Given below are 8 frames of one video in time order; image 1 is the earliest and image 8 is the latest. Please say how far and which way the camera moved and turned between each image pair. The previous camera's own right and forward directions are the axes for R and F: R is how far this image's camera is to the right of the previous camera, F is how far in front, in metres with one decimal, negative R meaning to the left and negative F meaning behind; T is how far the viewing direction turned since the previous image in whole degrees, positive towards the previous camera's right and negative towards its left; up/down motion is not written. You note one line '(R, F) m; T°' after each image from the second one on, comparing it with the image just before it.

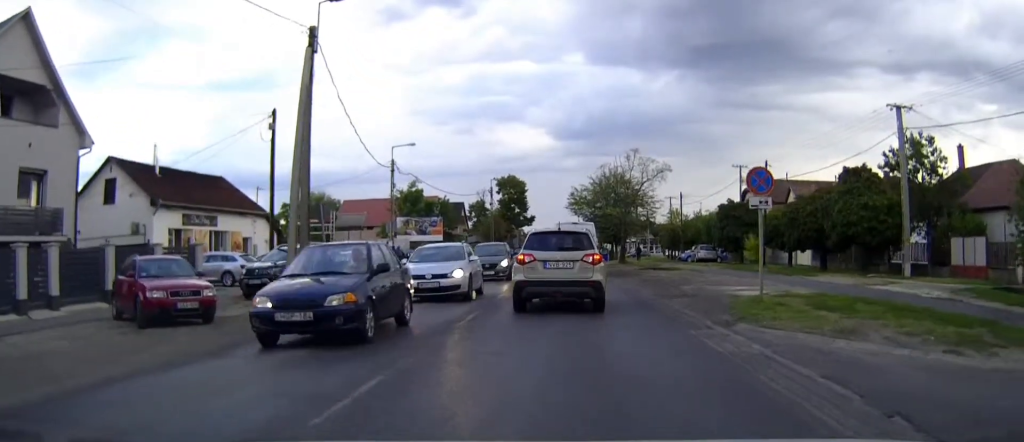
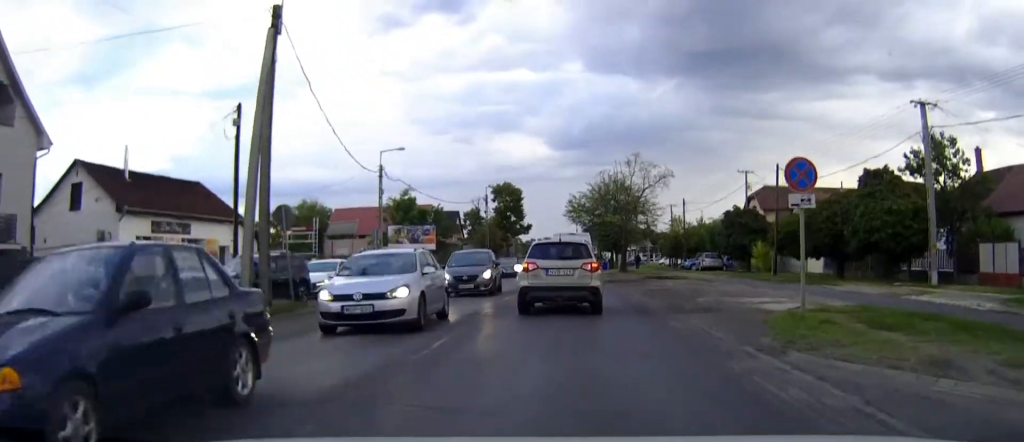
(0.0, +2.8) m; +1°
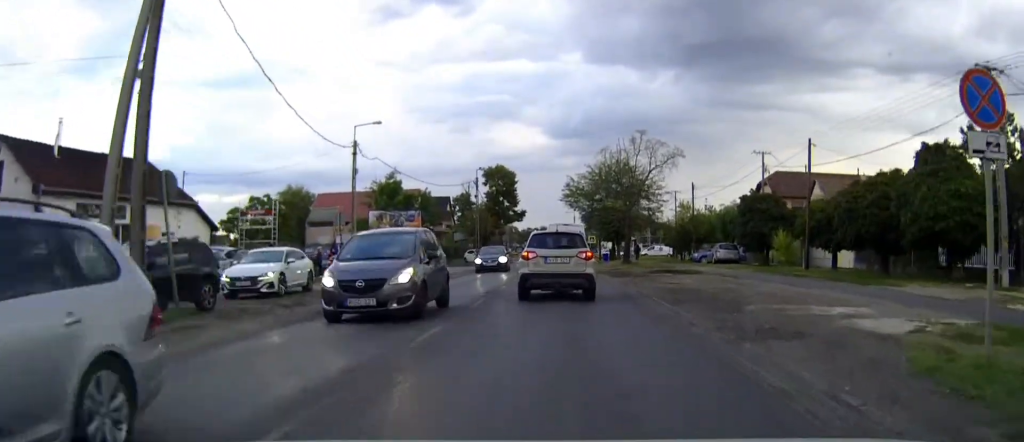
(0.0, +5.9) m; 0°
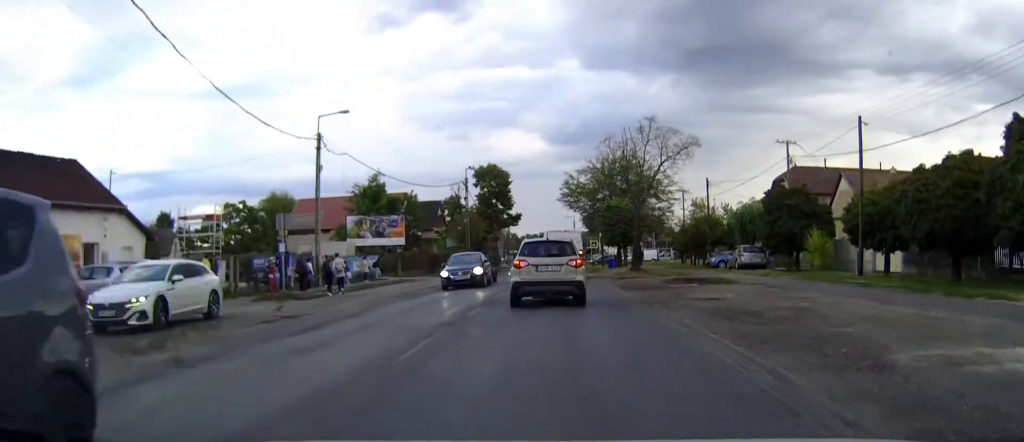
(0.0, +6.5) m; 0°
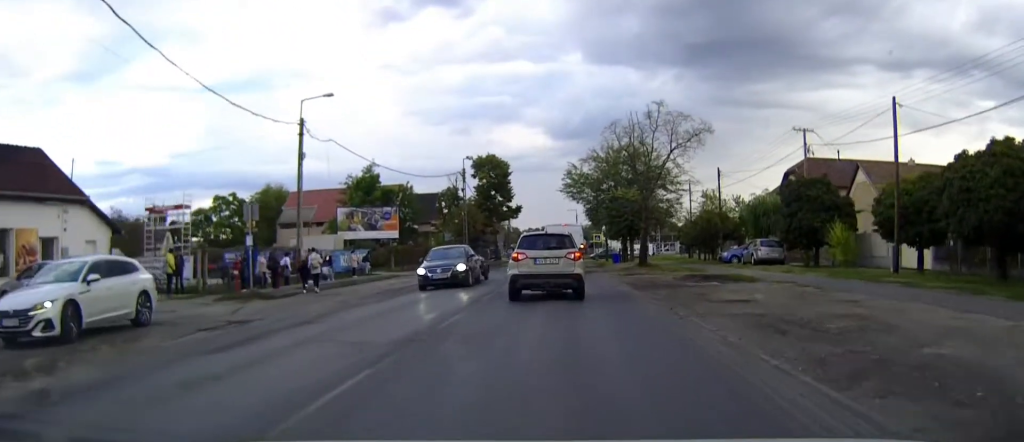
(0.0, +3.2) m; 0°
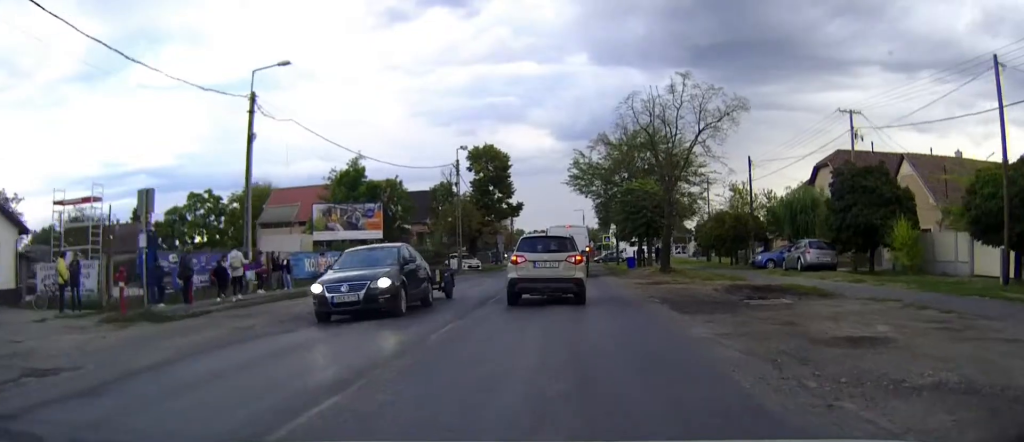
(0.0, +6.9) m; 0°
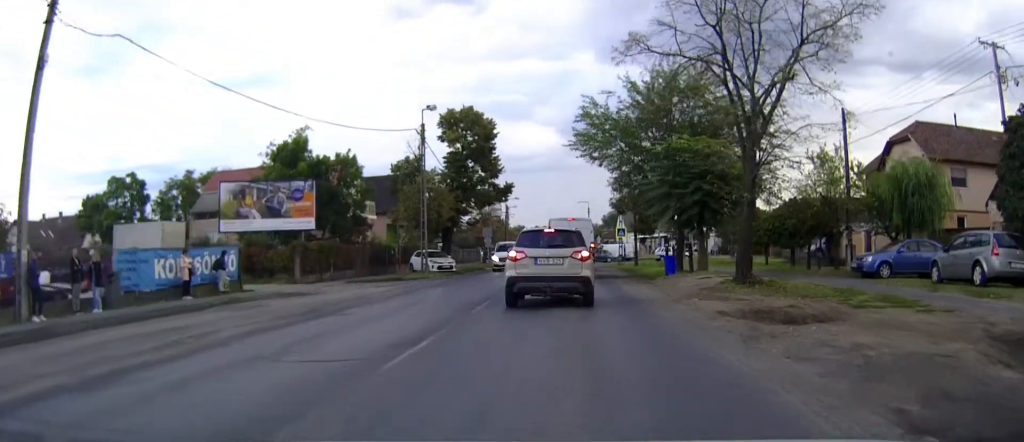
(-0.1, +15.0) m; 0°
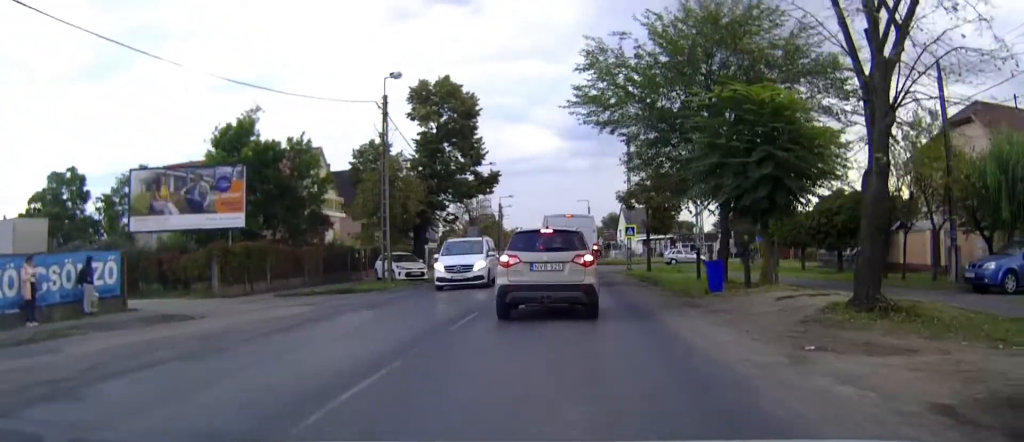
(0.0, +8.7) m; 0°
